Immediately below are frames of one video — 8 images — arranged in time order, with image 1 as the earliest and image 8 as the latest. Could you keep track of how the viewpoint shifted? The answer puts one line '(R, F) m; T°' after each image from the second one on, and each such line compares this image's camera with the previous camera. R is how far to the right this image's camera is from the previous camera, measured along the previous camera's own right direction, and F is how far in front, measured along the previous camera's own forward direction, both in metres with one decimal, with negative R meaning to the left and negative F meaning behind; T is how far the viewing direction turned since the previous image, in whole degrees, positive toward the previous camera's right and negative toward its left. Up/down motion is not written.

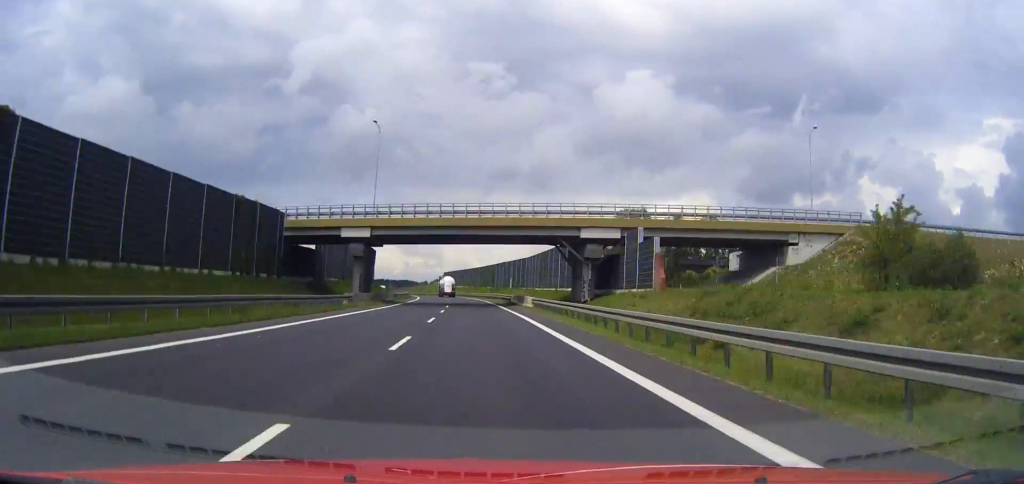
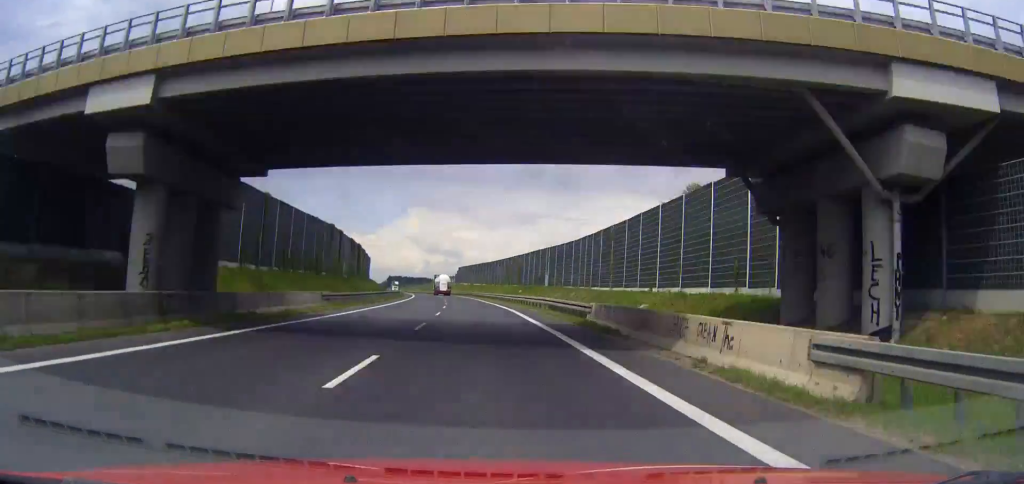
(+0.1, +42.0) m; -2°
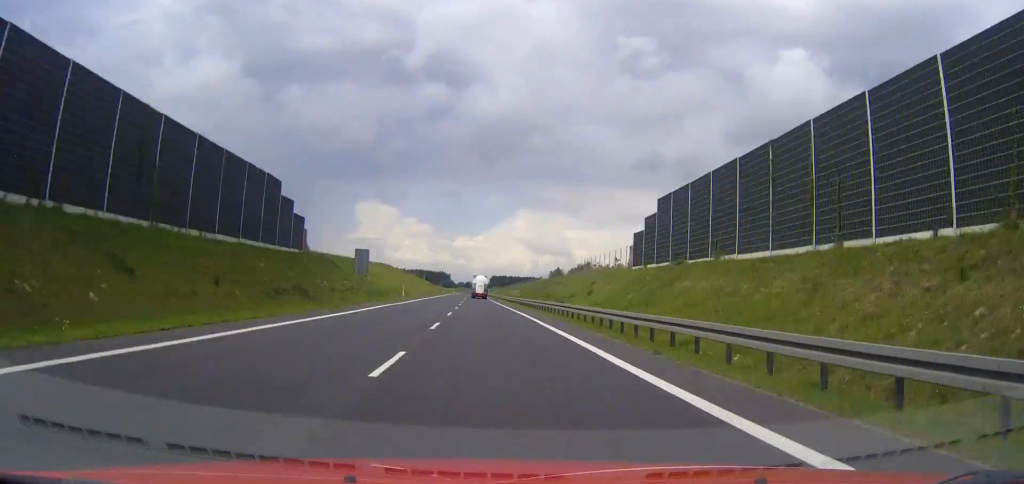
(-12.4, +178.0) m; -6°
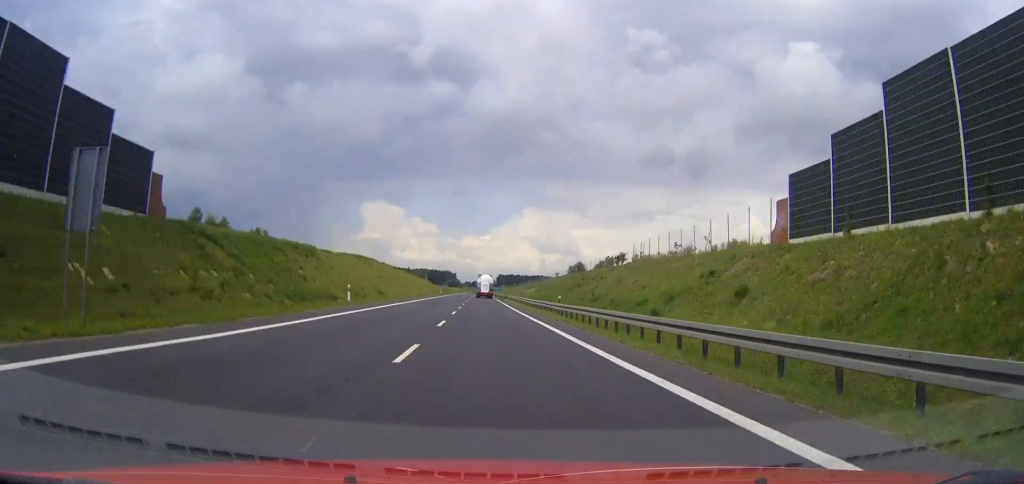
(-0.3, +34.1) m; 0°
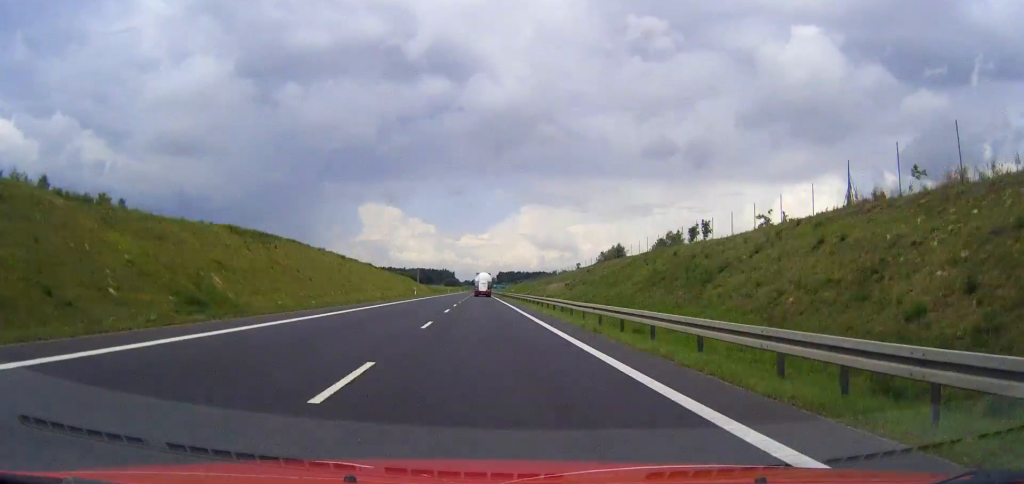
(-0.2, +52.3) m; 0°
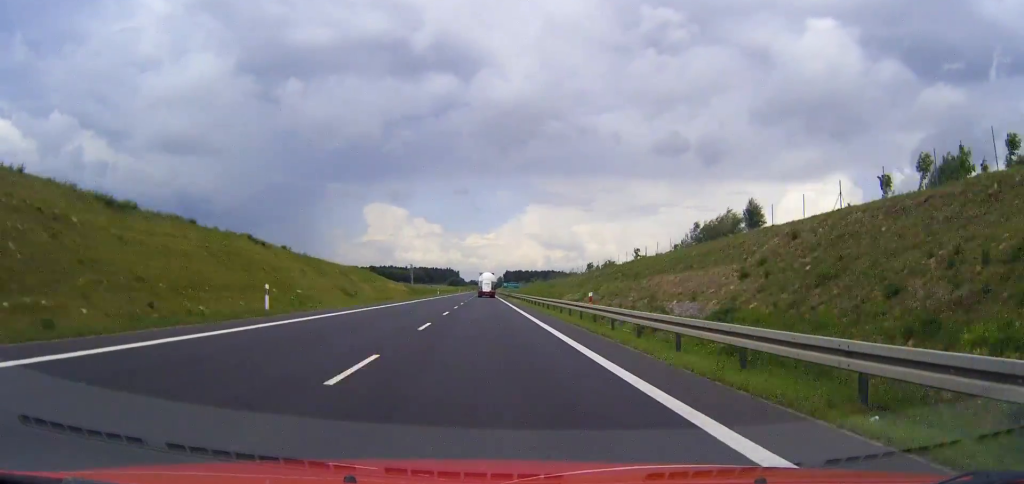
(-0.1, +62.8) m; 0°
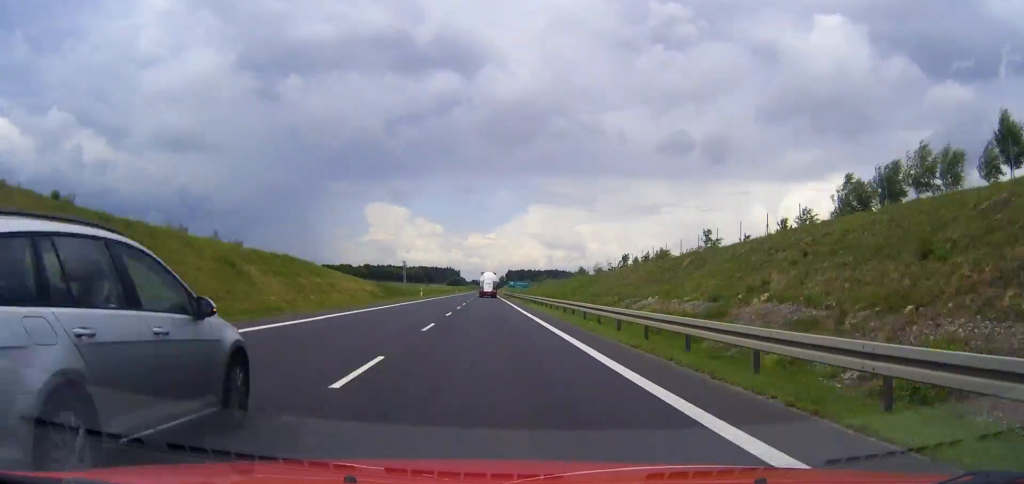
(-0.1, +36.5) m; 0°
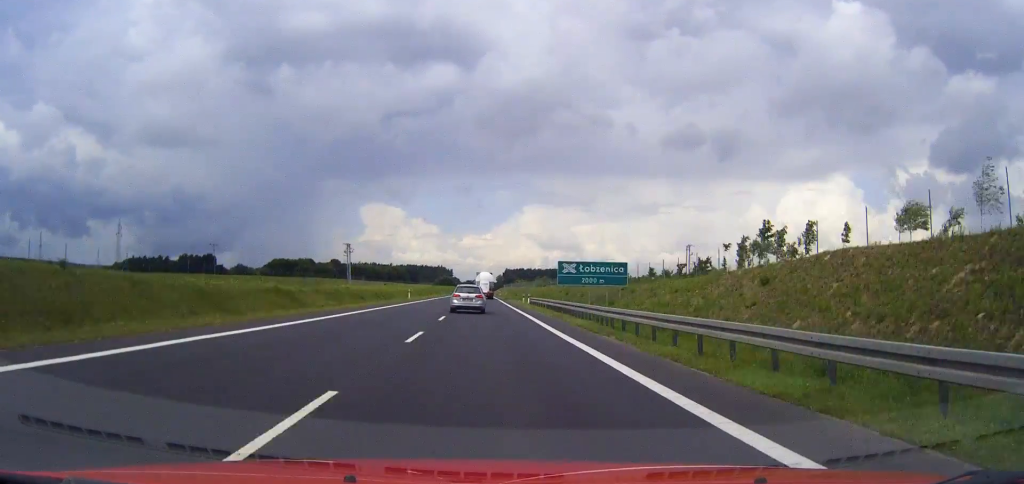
(+0.1, +112.5) m; 0°
